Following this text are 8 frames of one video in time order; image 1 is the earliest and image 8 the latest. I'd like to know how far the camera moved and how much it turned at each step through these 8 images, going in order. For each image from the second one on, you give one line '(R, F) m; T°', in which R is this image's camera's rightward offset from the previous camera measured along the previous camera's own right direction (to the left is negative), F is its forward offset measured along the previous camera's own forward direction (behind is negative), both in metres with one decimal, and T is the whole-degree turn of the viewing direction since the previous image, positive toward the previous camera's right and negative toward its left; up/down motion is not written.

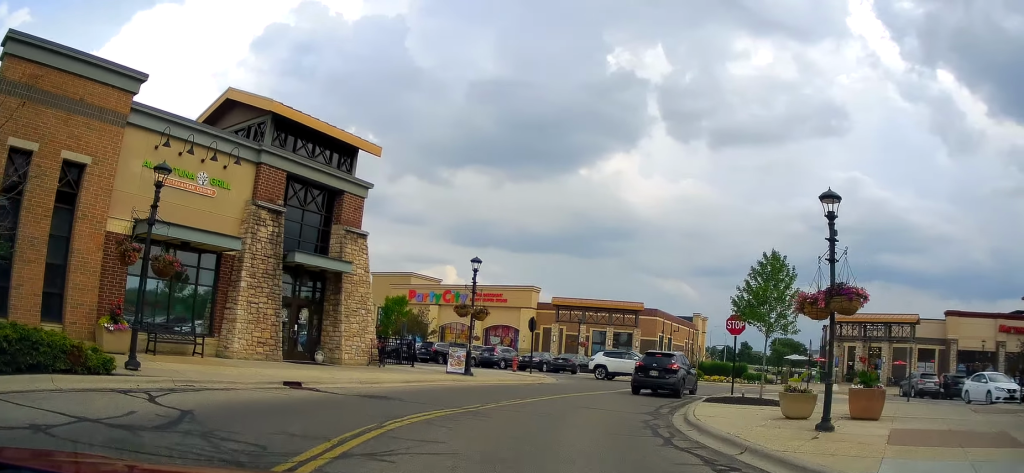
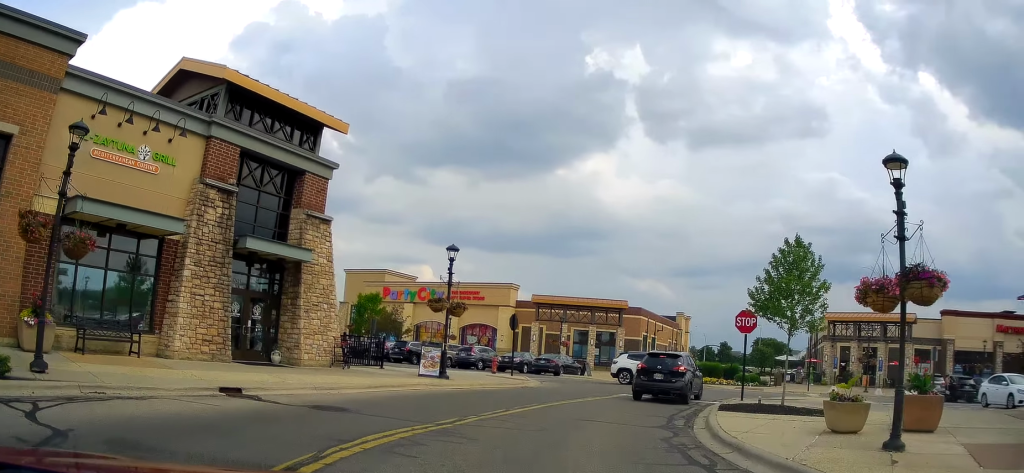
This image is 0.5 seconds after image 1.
(+0.1, +2.7) m; +1°
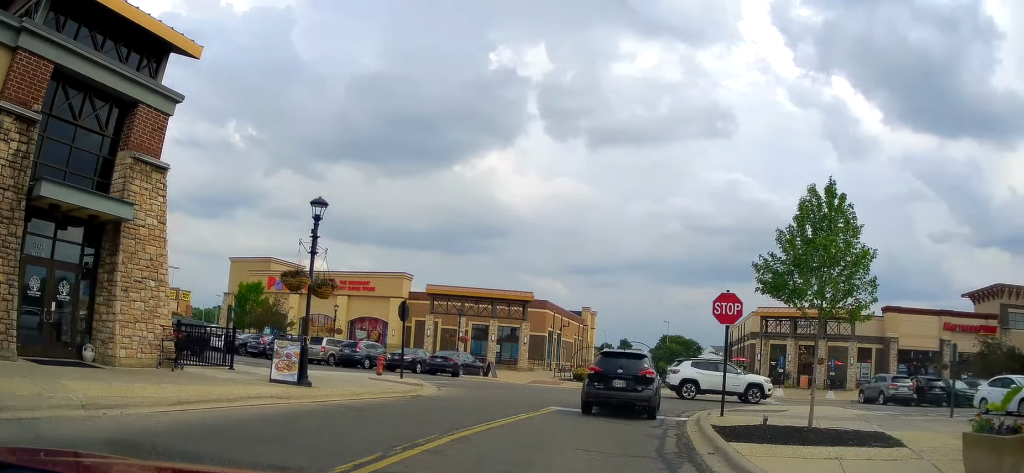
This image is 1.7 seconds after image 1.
(0.0, +6.4) m; +2°
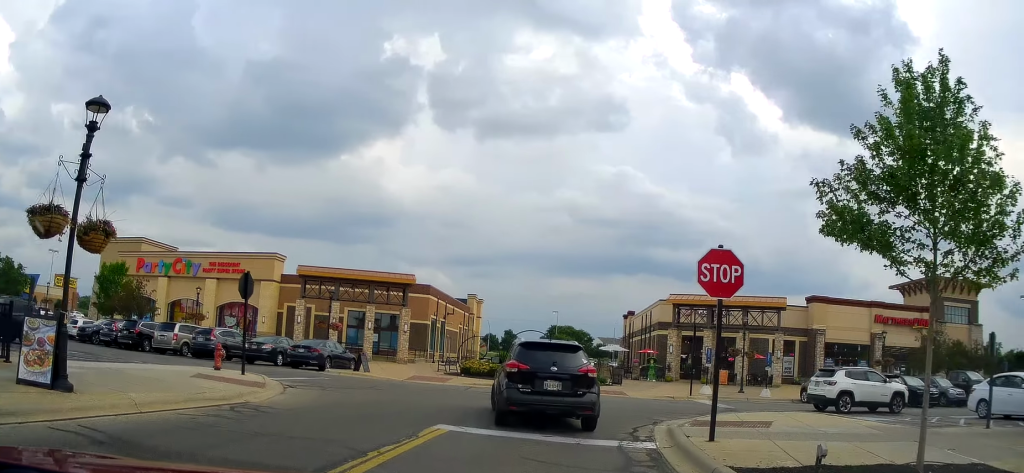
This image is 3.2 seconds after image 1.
(+0.4, +6.5) m; +13°
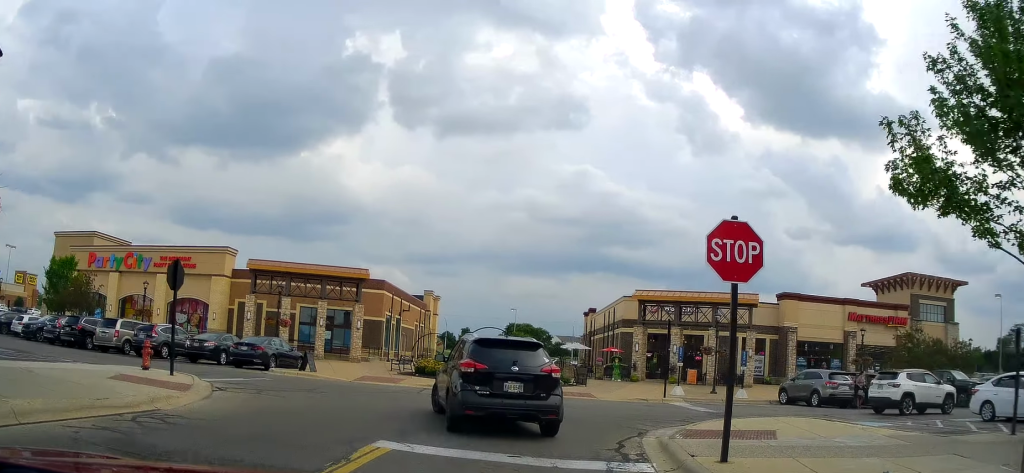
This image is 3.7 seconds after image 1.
(+0.2, +2.2) m; +7°
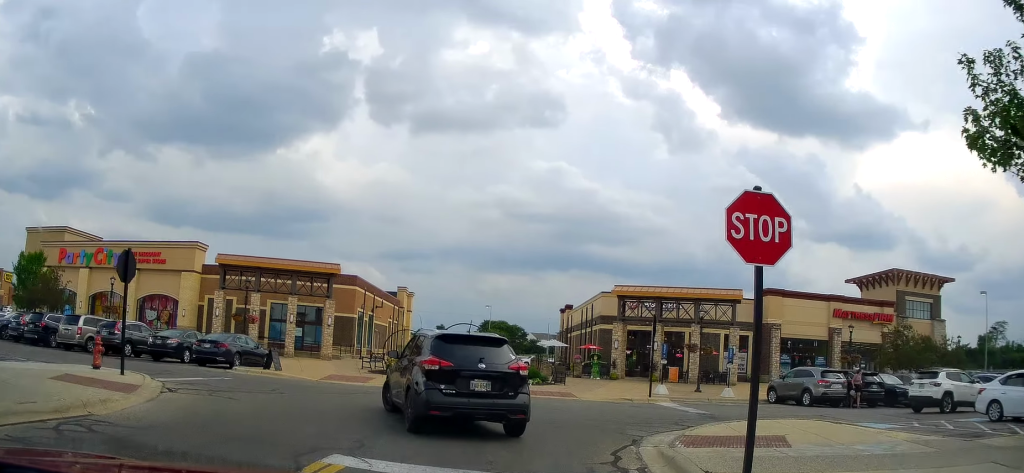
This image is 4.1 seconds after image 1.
(+0.2, +1.5) m; +4°
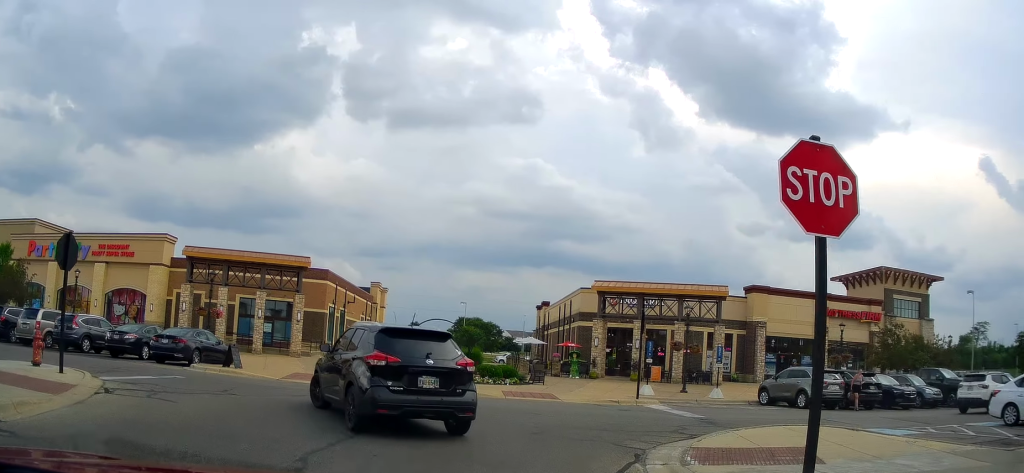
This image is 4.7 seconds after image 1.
(+0.1, +1.8) m; +8°
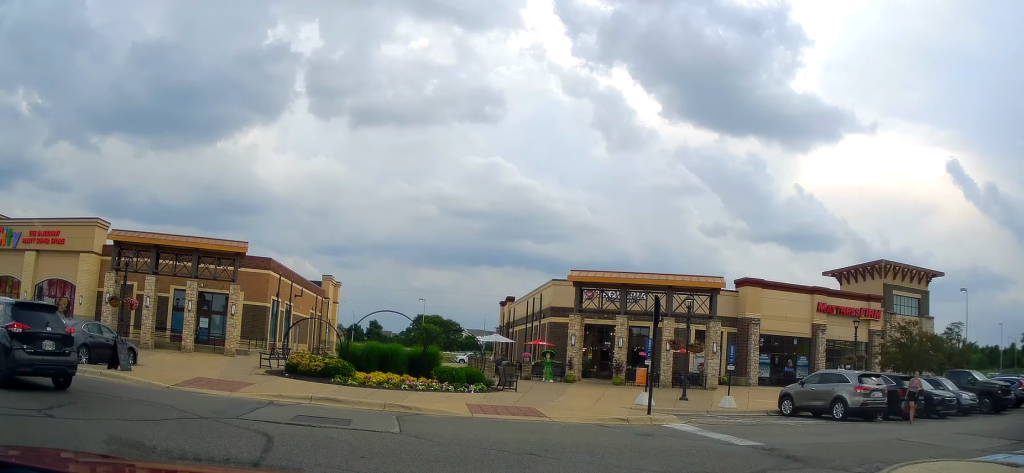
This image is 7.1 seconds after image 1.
(+1.3, +5.9) m; +5°
